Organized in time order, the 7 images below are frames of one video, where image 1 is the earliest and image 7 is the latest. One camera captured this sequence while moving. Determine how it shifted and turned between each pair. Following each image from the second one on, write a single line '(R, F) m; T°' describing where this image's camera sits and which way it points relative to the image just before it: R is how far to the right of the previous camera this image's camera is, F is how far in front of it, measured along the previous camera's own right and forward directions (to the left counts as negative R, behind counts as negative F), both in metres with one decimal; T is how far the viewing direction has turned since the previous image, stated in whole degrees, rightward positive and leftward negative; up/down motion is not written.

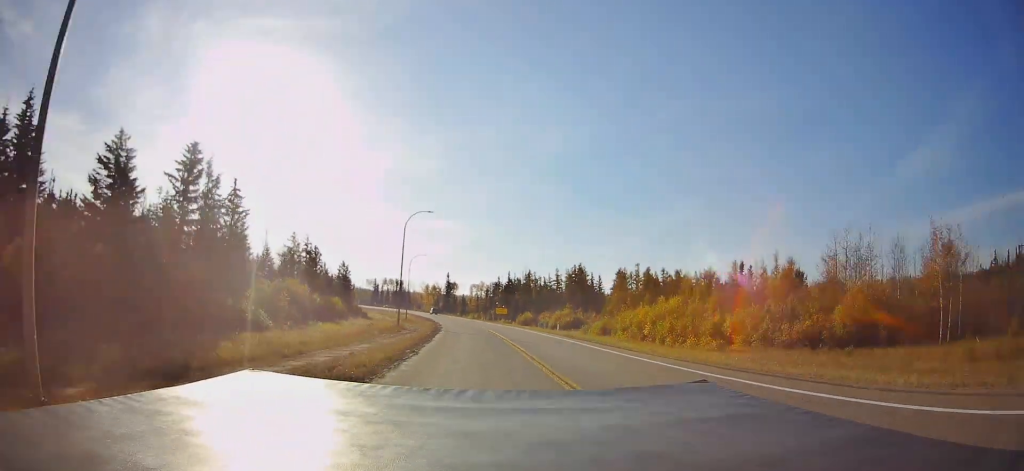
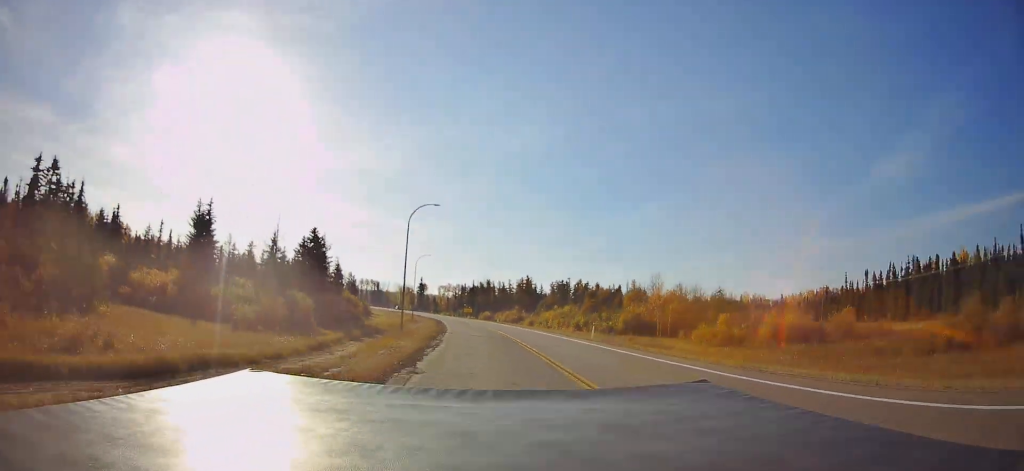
(+1.3, +49.5) m; +4°
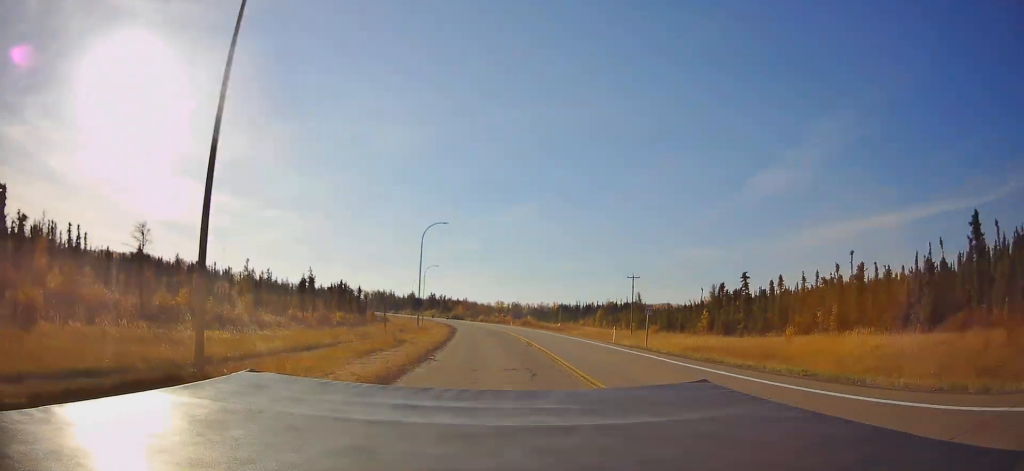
(+21.0, +173.6) m; +11°
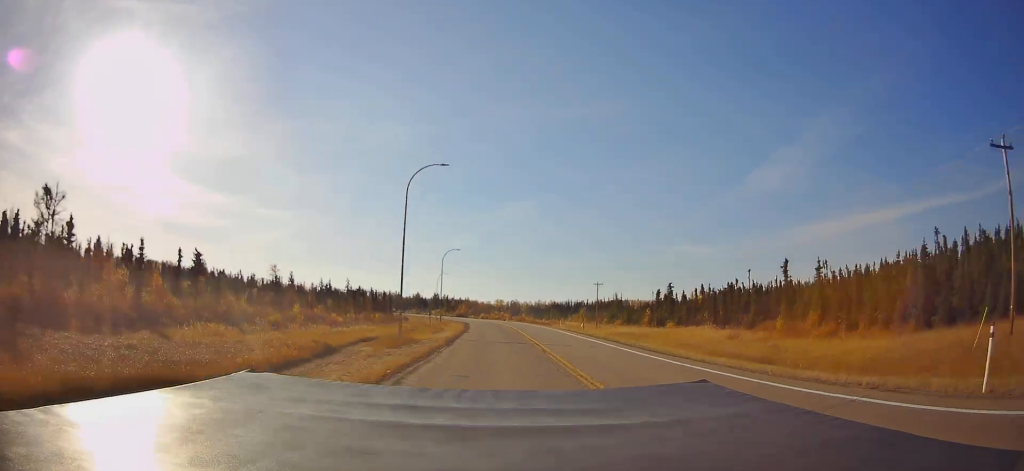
(+0.6, +30.3) m; +1°
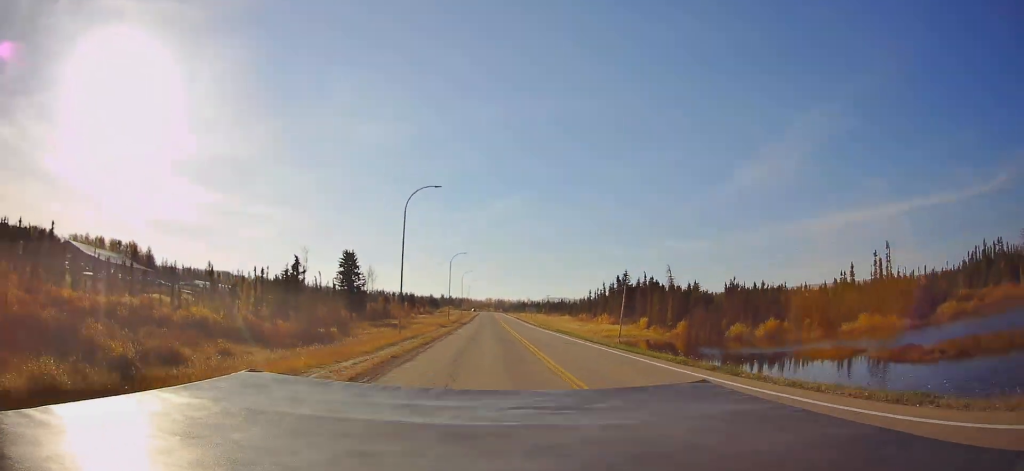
(+1.5, +174.3) m; +1°
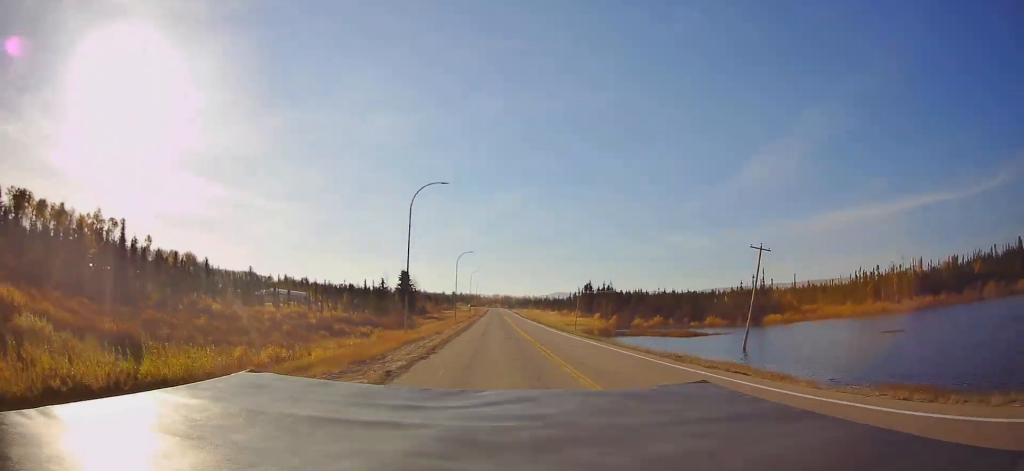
(-0.2, +55.2) m; 0°
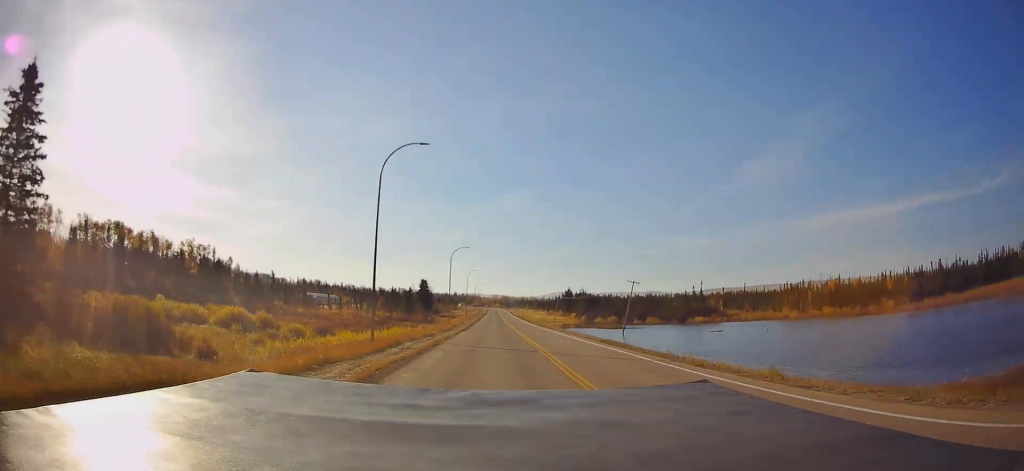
(0.0, +45.8) m; 0°
